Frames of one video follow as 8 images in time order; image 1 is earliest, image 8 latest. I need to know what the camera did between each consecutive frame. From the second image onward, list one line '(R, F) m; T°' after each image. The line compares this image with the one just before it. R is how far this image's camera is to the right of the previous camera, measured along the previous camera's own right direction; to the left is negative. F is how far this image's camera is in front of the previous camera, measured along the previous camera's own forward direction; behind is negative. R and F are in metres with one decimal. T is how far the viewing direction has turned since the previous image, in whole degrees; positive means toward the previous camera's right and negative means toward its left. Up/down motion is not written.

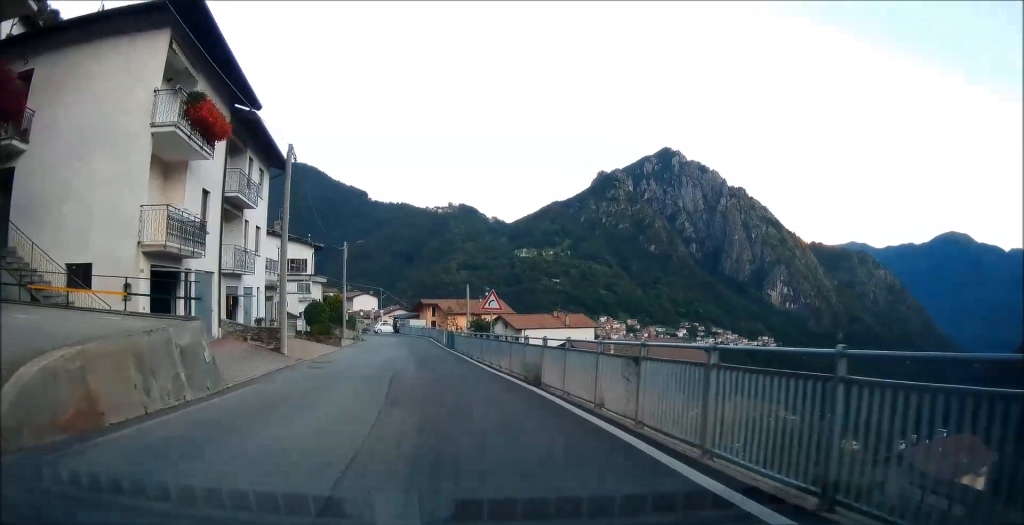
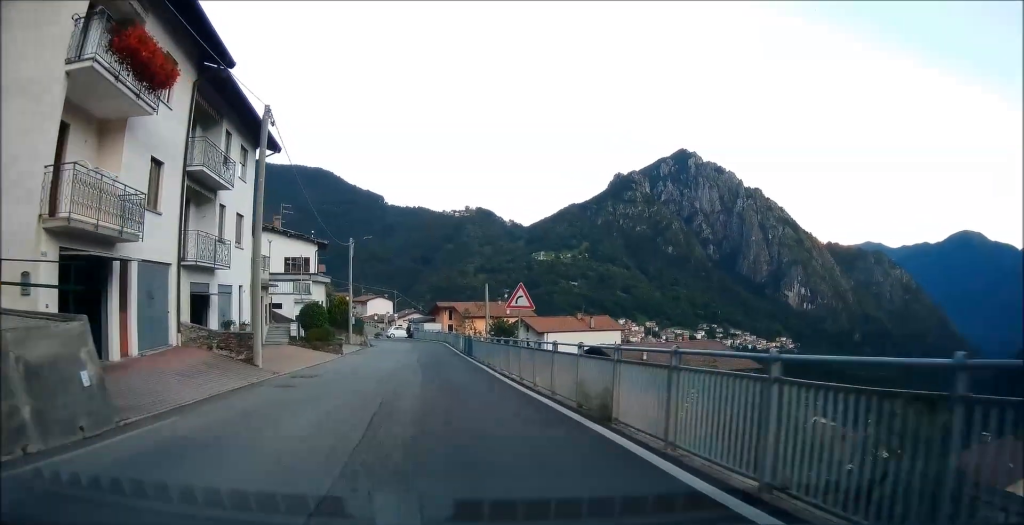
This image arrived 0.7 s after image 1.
(-0.1, +5.8) m; -1°
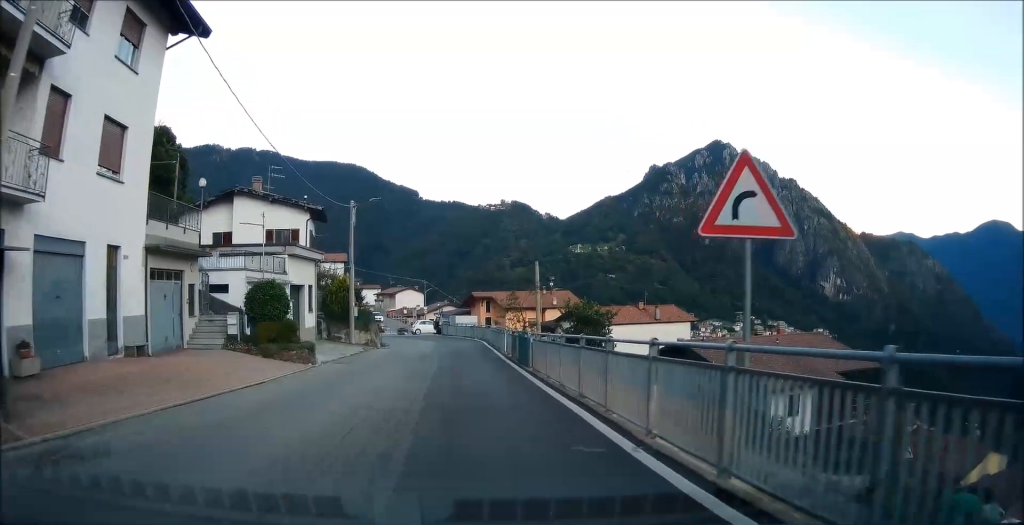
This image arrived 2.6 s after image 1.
(-0.1, +14.9) m; 0°
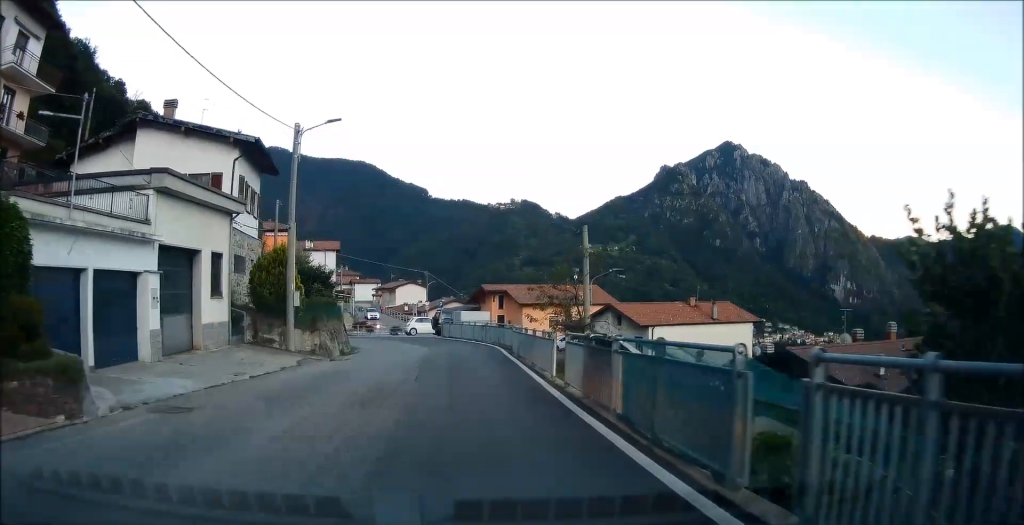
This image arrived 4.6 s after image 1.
(-0.3, +15.9) m; -5°
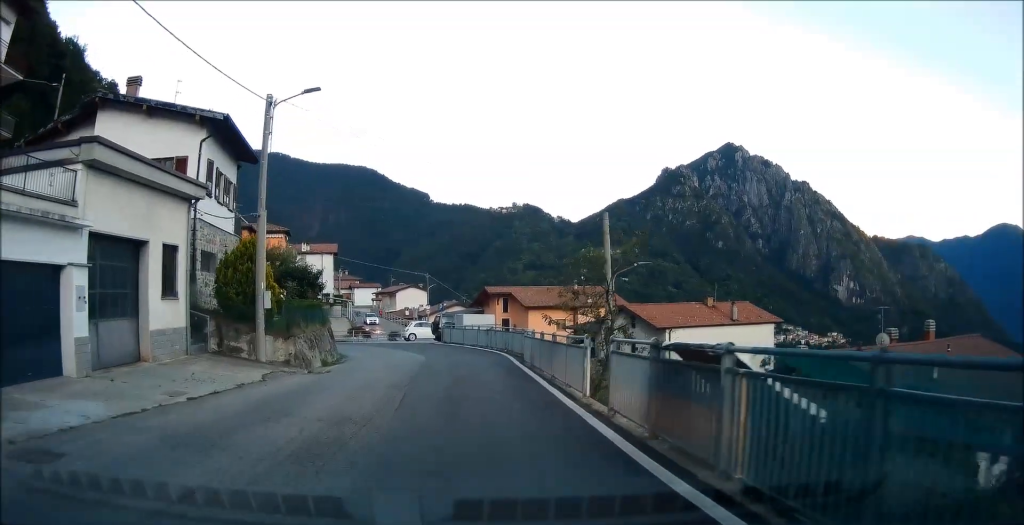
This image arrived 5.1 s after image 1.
(-0.3, +4.0) m; -1°
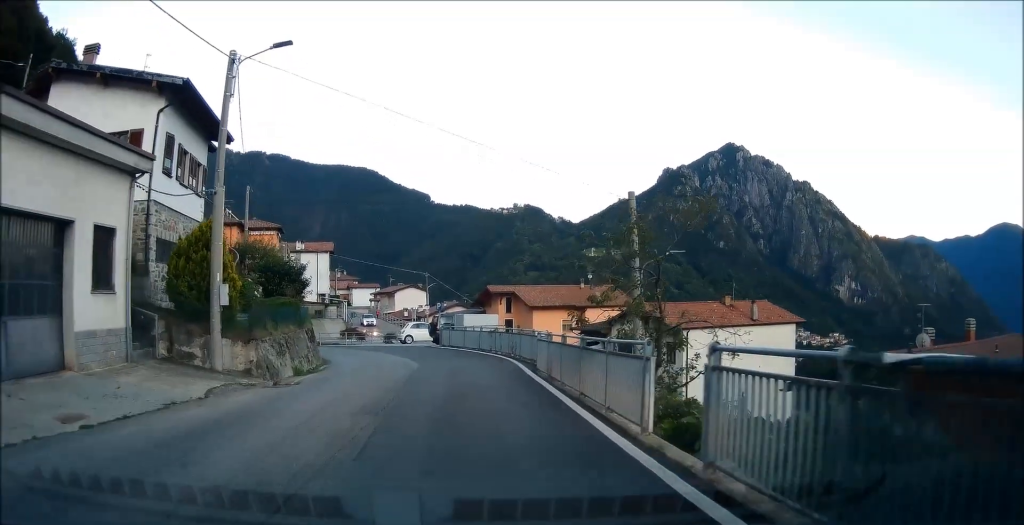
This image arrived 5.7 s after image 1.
(0.0, +3.9) m; 0°
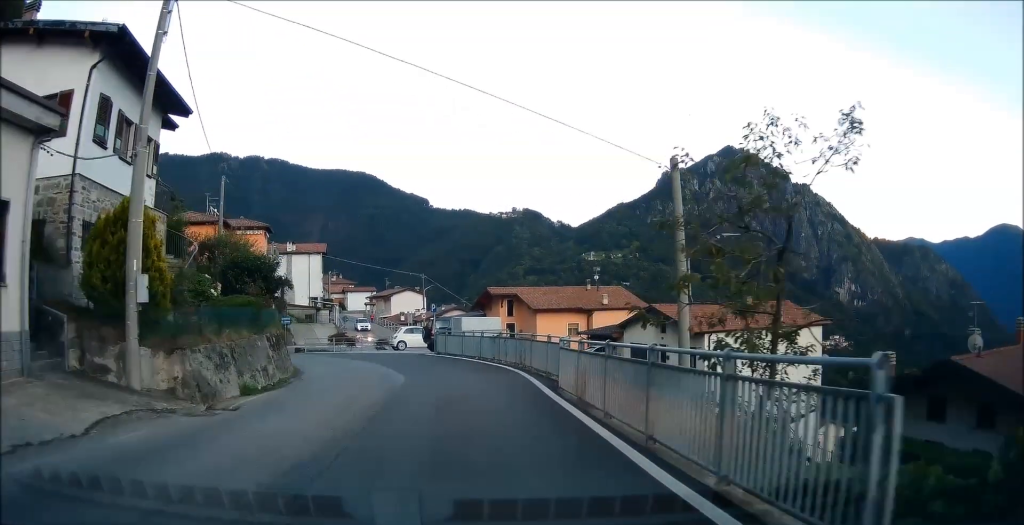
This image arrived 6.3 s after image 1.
(+0.2, +4.4) m; +1°
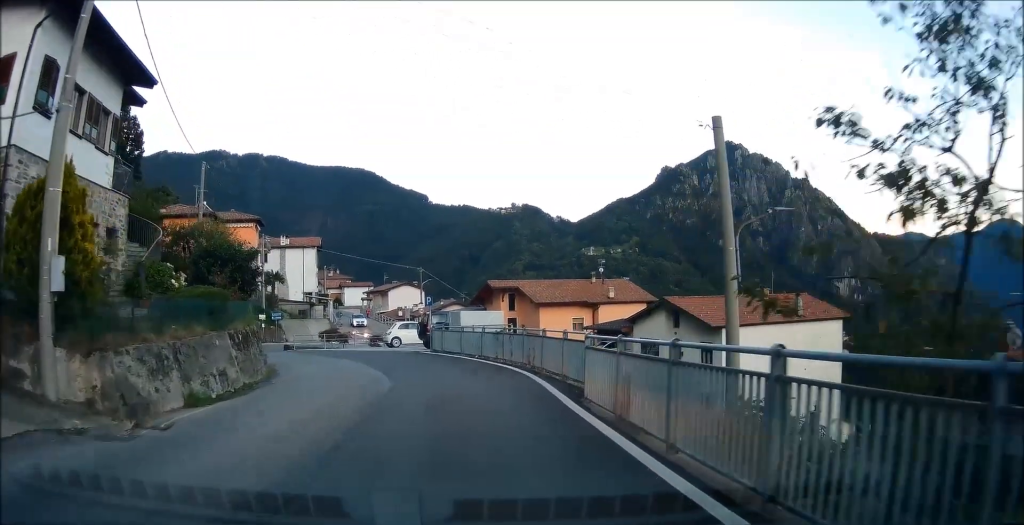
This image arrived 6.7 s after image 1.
(0.0, +3.0) m; 0°
